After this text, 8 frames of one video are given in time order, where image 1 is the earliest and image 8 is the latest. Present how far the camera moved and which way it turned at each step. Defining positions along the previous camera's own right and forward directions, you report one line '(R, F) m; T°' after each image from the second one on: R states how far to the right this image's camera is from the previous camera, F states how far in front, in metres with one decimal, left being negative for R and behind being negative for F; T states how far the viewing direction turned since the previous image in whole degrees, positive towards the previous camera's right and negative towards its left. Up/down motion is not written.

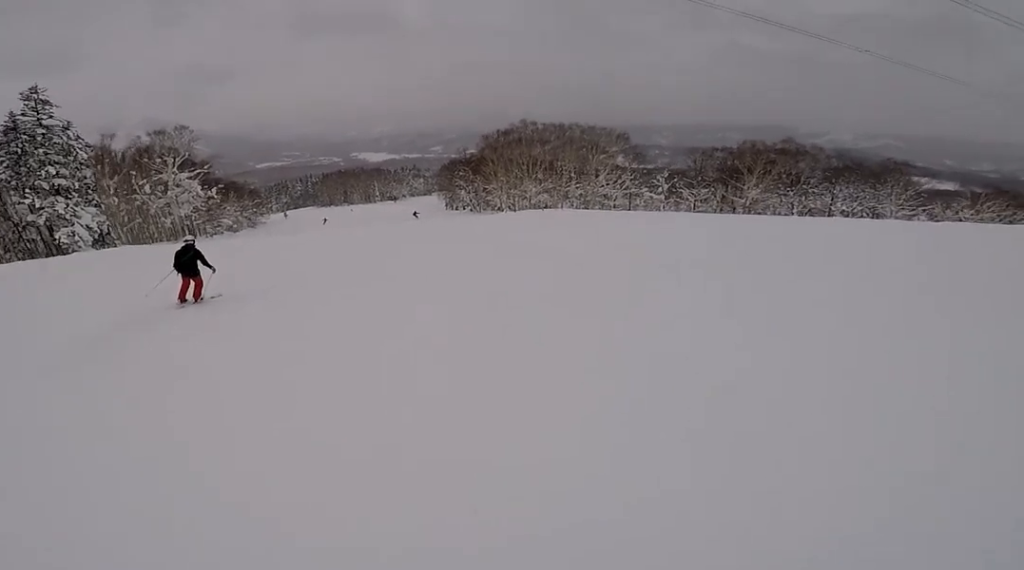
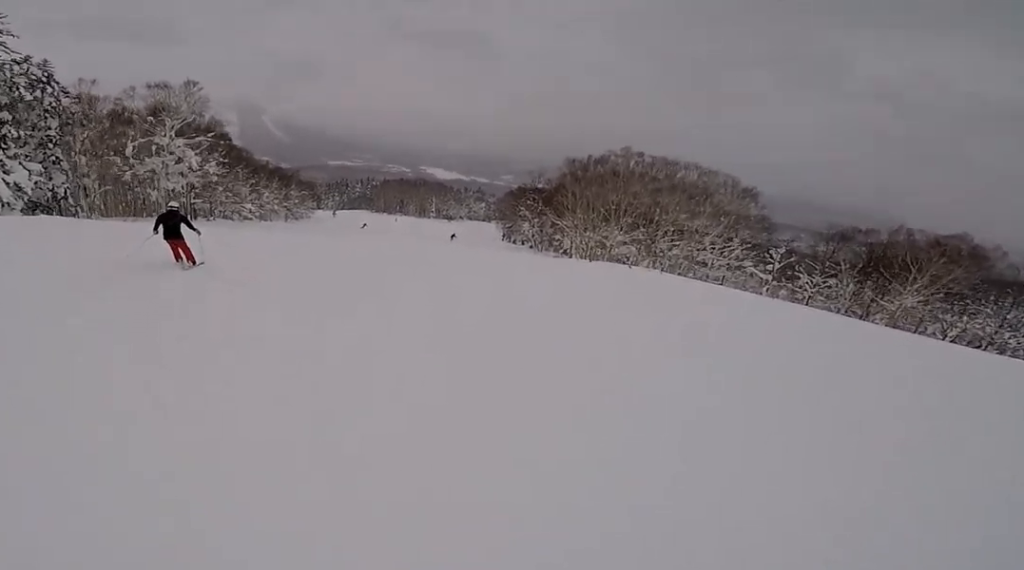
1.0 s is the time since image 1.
(-0.7, +13.2) m; -1°
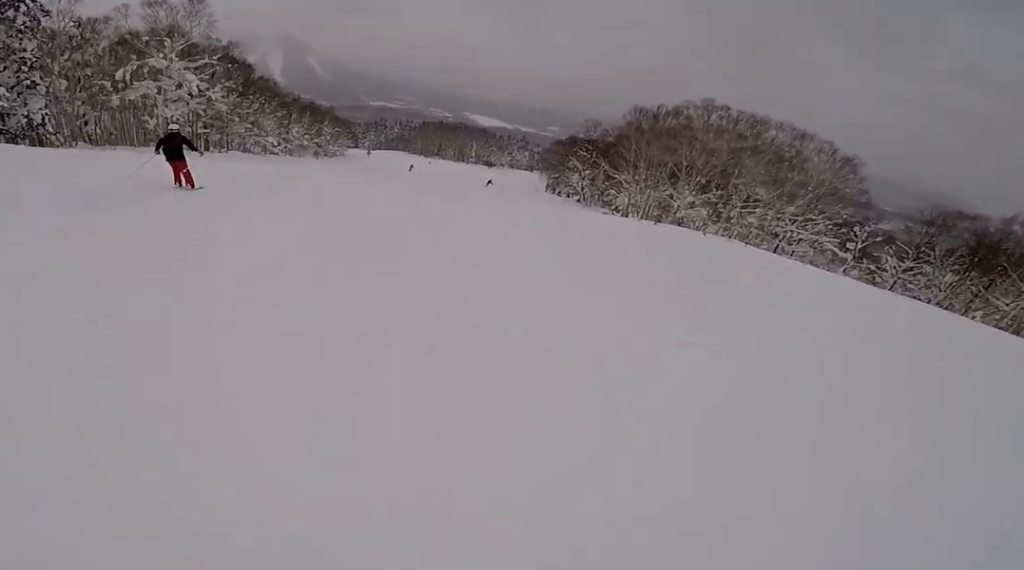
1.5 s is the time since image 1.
(+0.6, +5.9) m; -5°
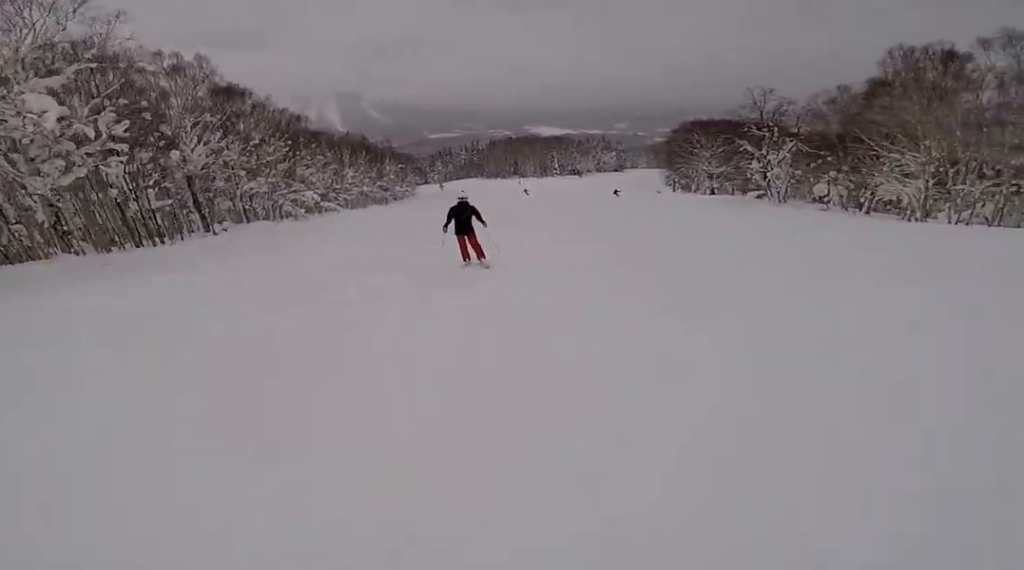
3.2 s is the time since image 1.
(-4.0, +22.0) m; -9°
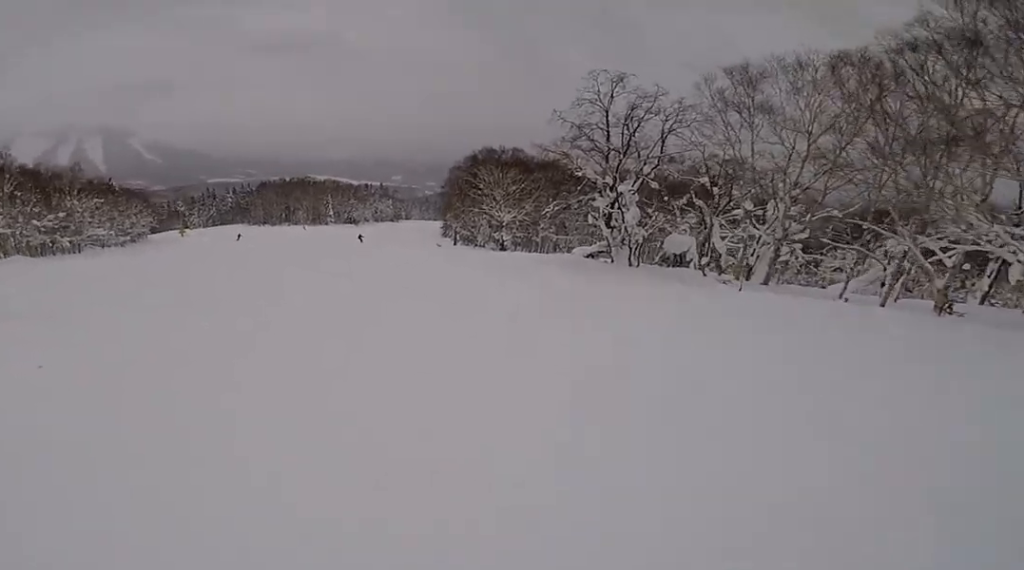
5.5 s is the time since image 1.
(+8.6, +27.2) m; +29°
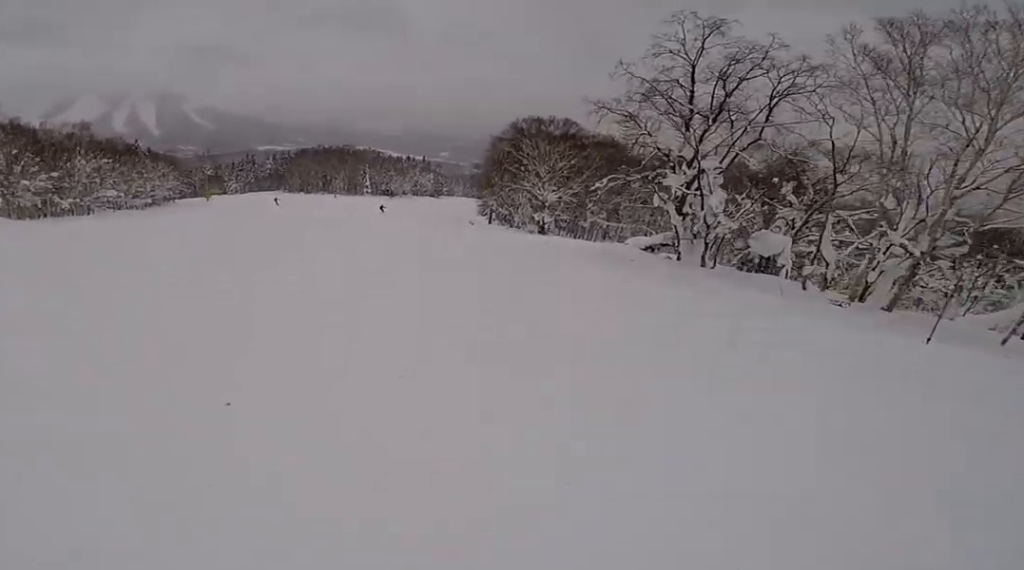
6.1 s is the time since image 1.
(+0.2, +7.6) m; 0°
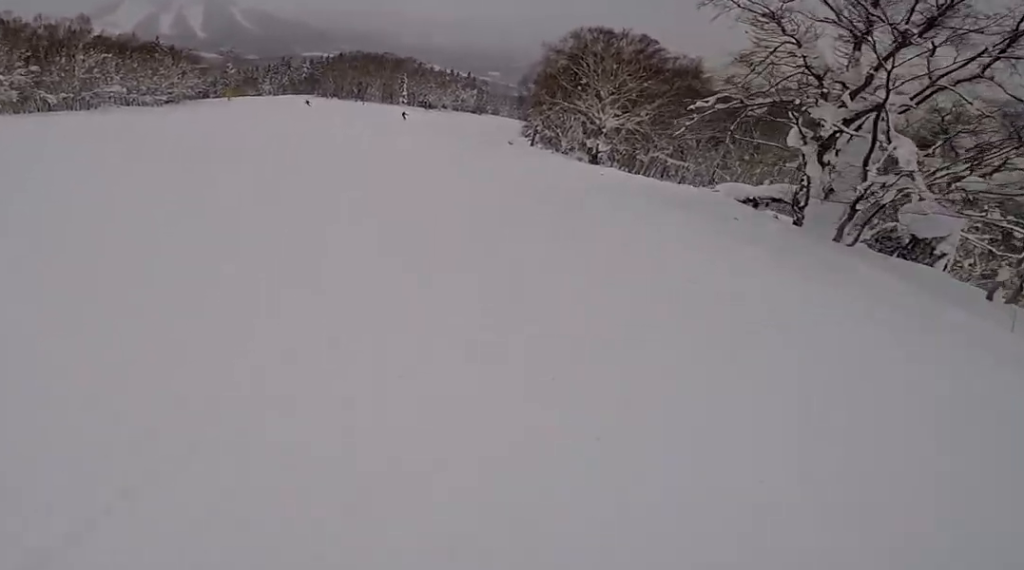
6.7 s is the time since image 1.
(+0.7, +7.6) m; -6°
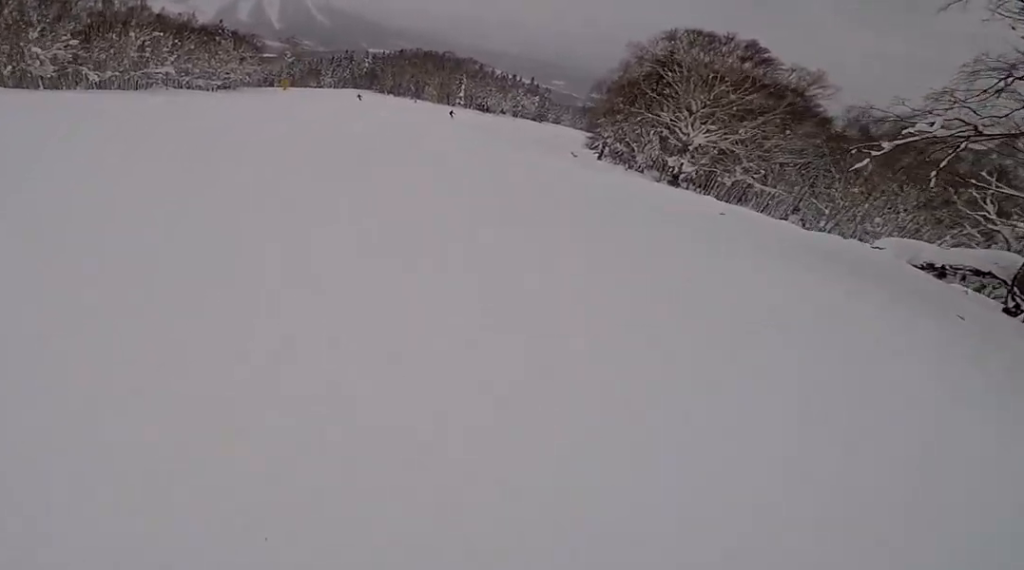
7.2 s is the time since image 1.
(-0.6, +6.0) m; -9°
